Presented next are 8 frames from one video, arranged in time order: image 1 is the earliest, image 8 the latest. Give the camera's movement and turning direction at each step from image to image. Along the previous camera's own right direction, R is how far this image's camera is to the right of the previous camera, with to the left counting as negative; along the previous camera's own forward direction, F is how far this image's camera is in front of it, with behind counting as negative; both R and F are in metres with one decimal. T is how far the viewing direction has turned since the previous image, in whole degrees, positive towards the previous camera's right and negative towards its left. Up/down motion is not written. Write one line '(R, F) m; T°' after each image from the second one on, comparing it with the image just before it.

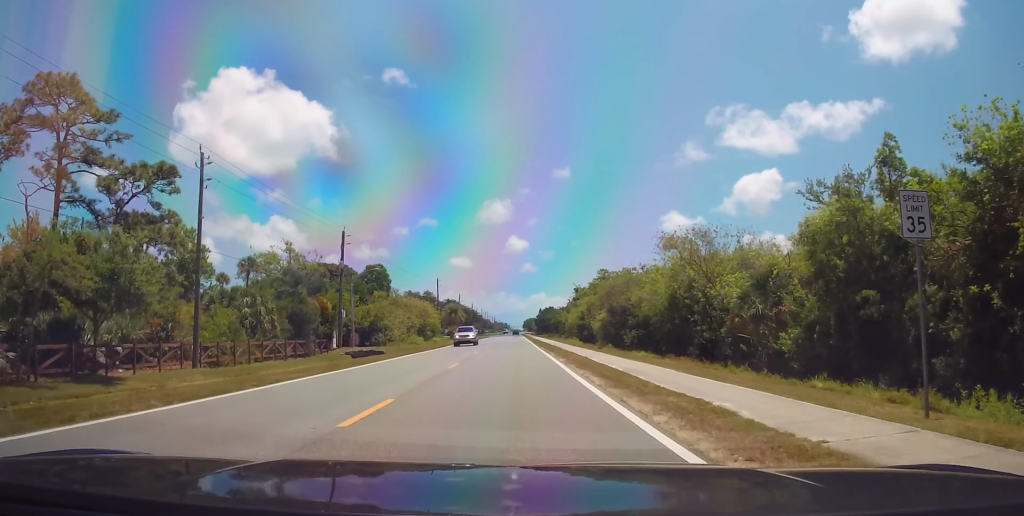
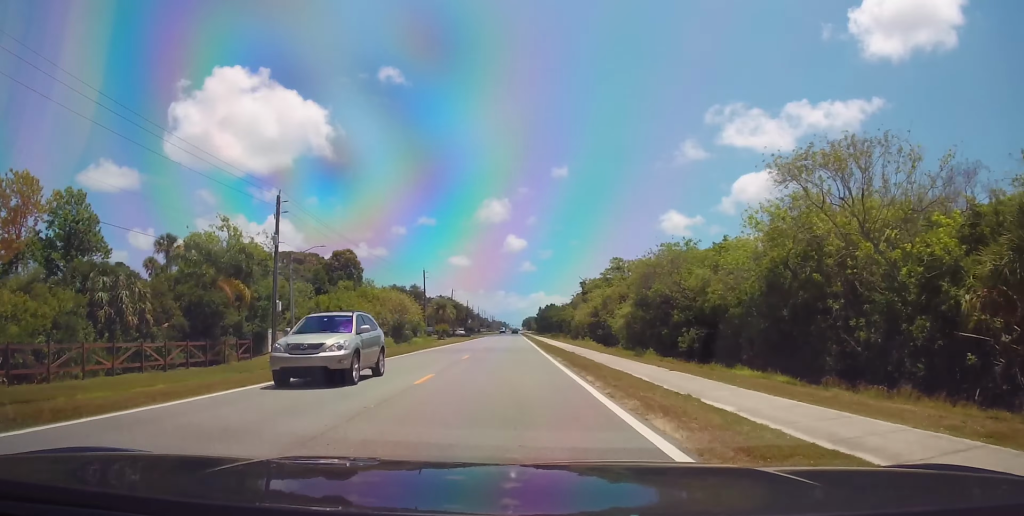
(0.0, +18.7) m; 0°
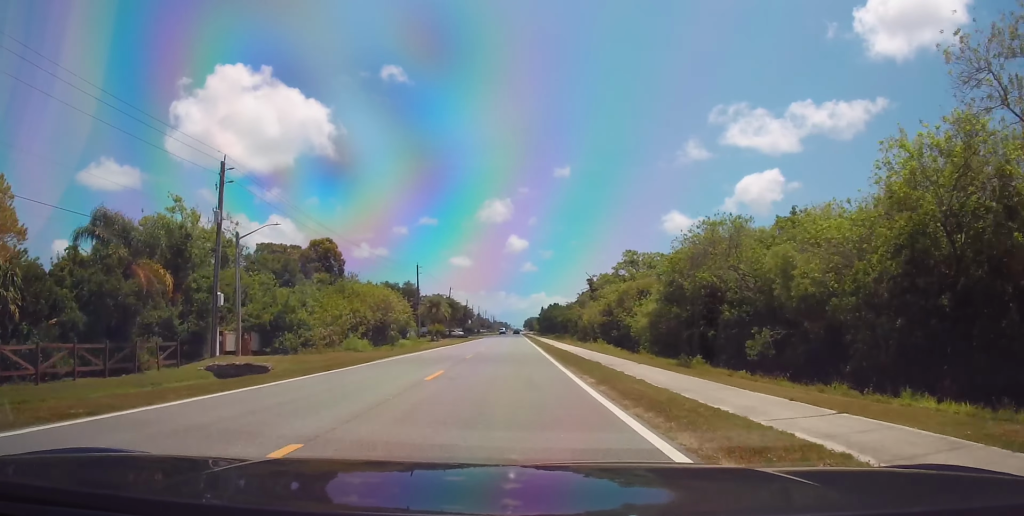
(0.0, +10.3) m; -1°
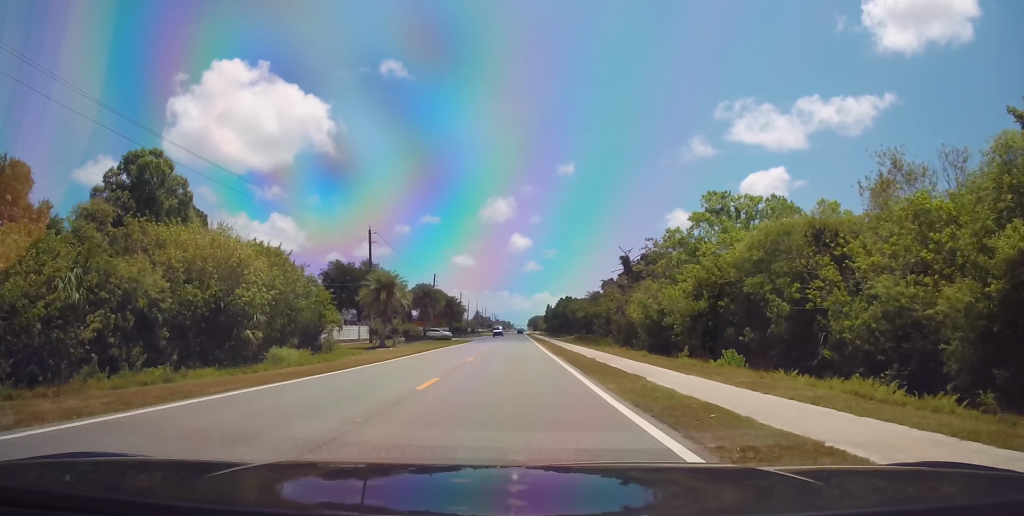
(-0.4, +38.0) m; 0°
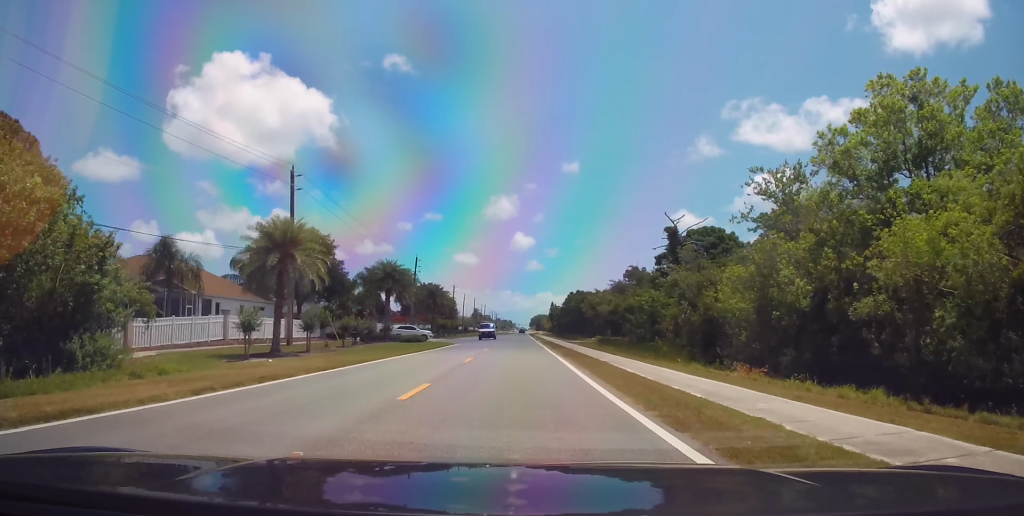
(+0.3, +26.2) m; +1°
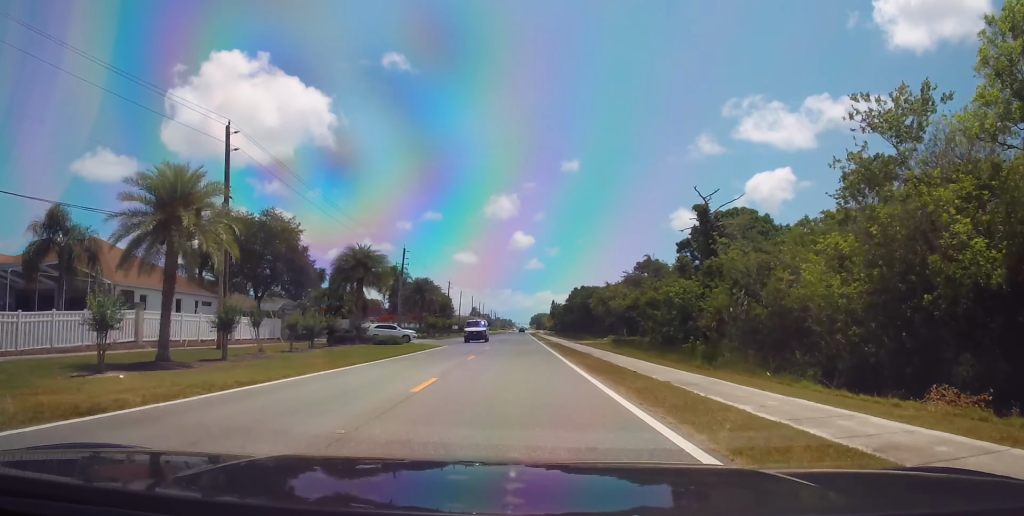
(0.0, +10.8) m; 0°
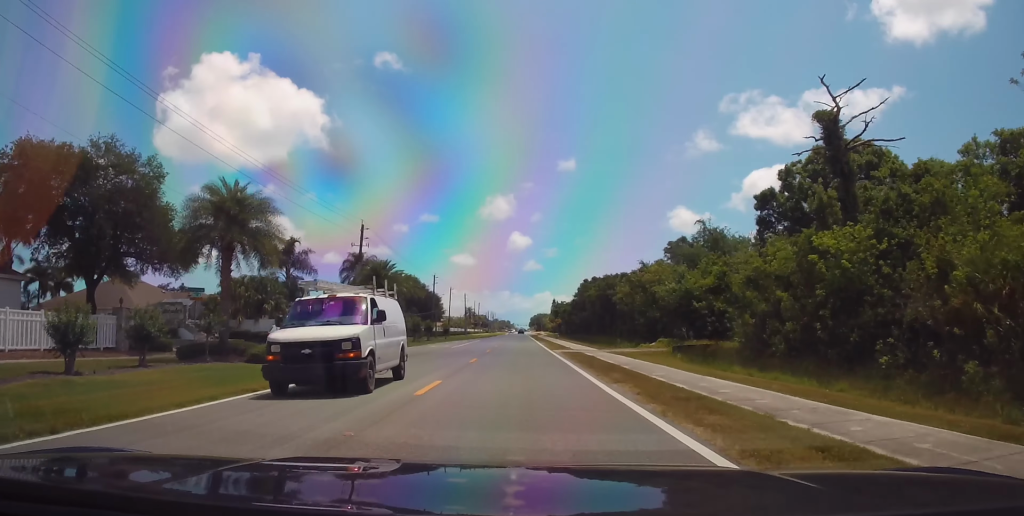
(0.0, +23.4) m; -1°
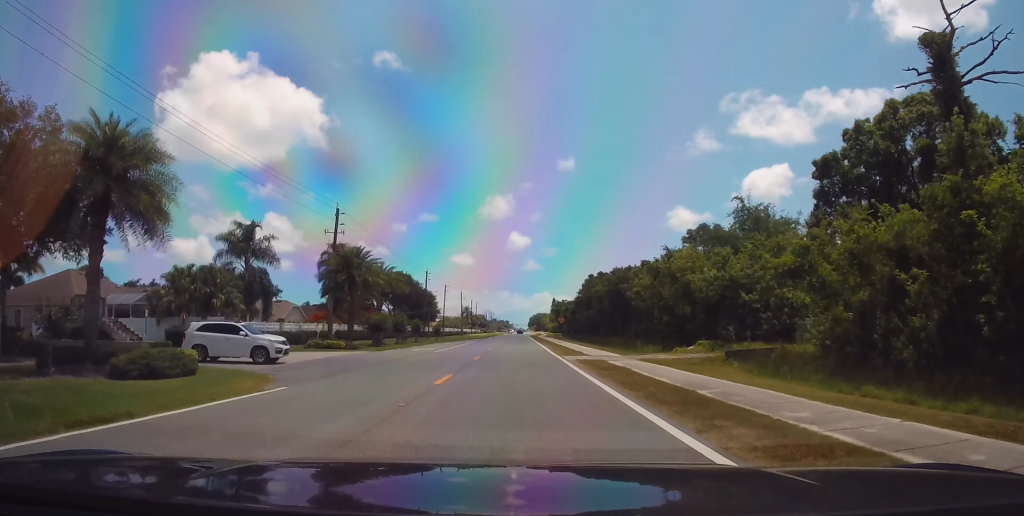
(-0.1, +9.4) m; 0°
